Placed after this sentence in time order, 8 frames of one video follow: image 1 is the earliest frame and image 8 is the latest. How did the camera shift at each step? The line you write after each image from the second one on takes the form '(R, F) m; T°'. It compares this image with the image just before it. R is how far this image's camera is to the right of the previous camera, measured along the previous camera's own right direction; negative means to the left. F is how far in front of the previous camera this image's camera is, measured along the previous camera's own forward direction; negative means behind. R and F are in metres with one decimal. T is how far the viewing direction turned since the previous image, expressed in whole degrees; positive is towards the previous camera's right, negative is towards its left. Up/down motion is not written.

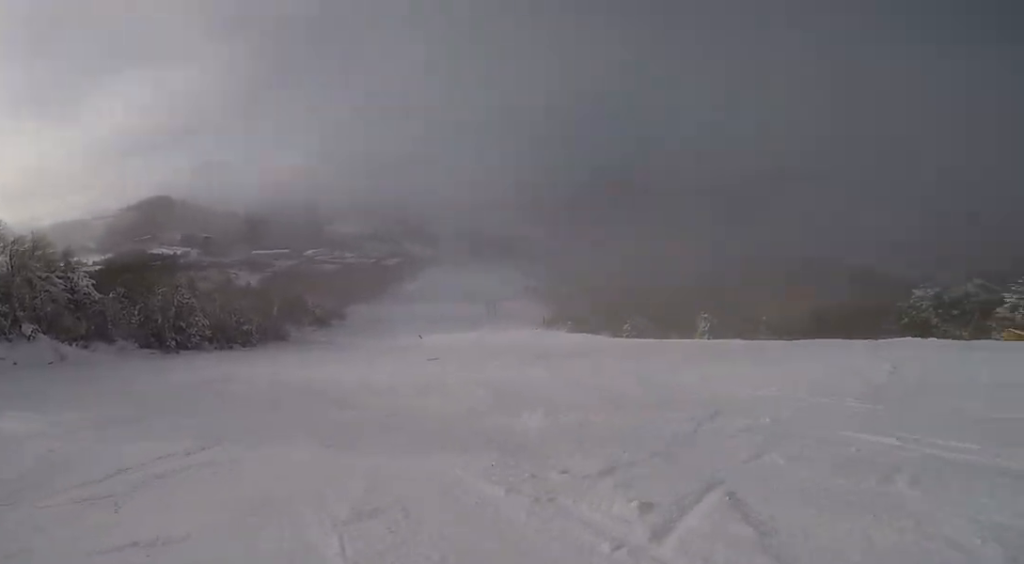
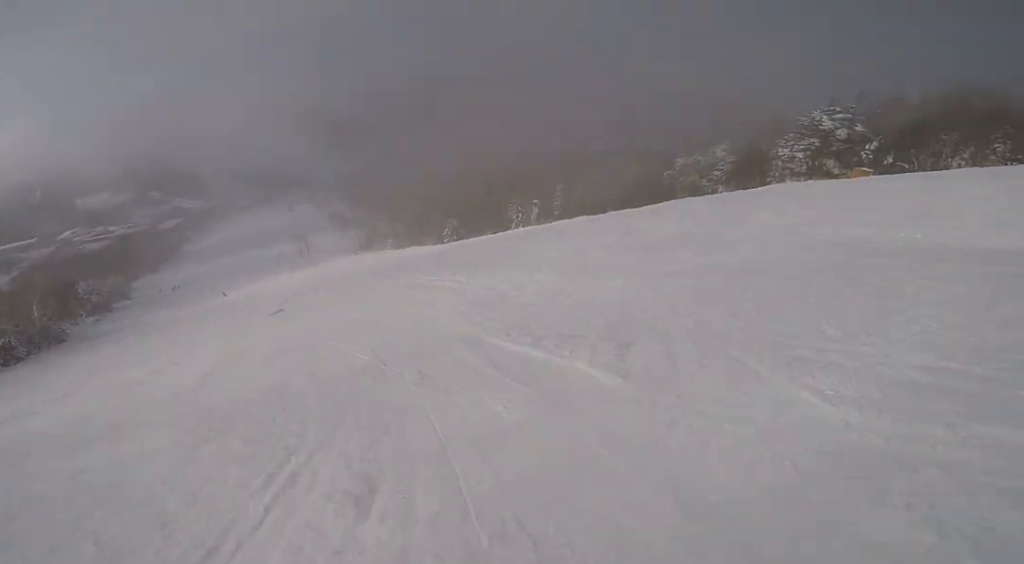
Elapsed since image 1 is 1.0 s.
(+1.1, +6.7) m; +19°
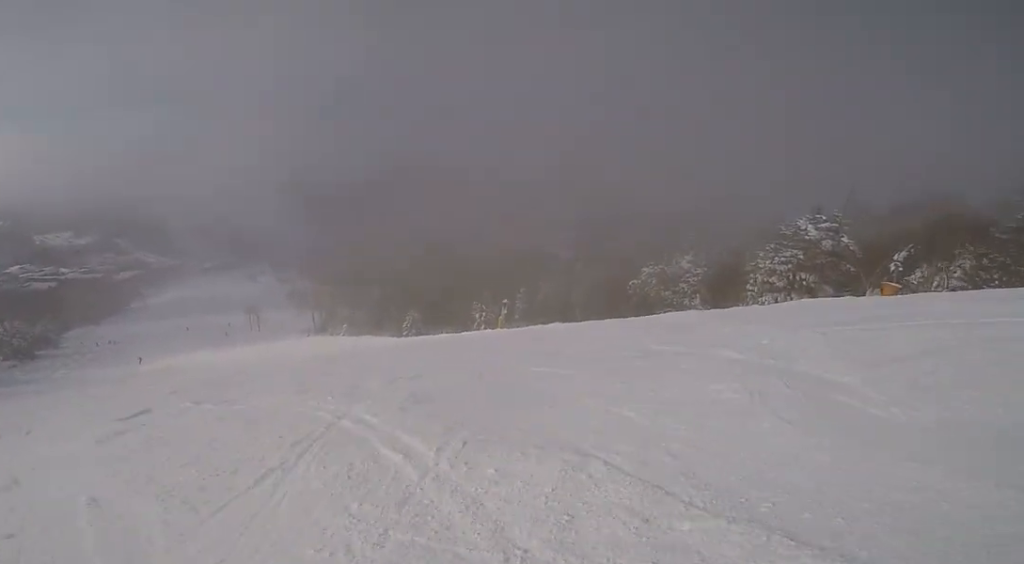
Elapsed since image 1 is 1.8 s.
(+0.7, +5.4) m; +2°
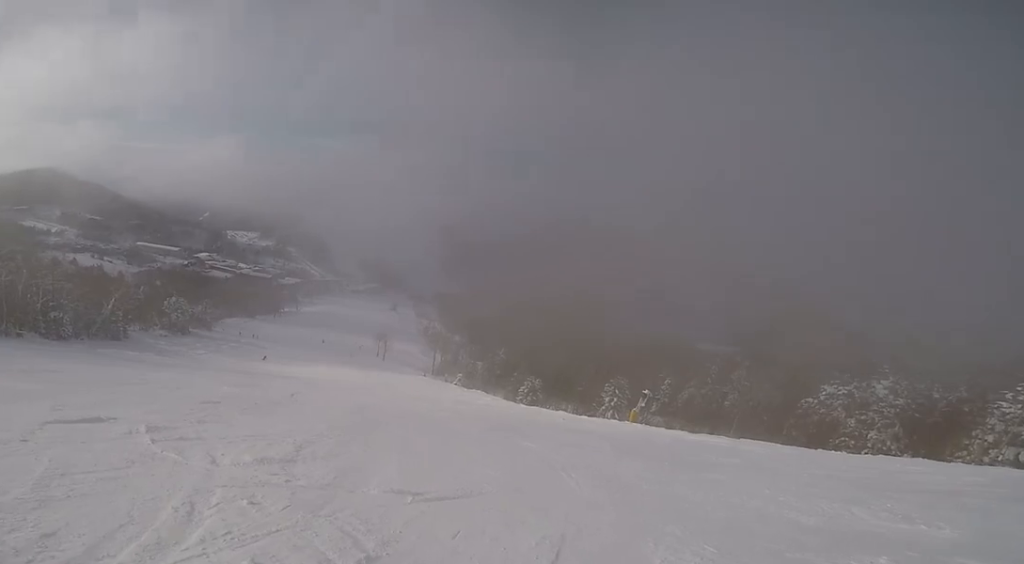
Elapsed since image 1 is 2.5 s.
(+0.1, +4.8) m; -8°
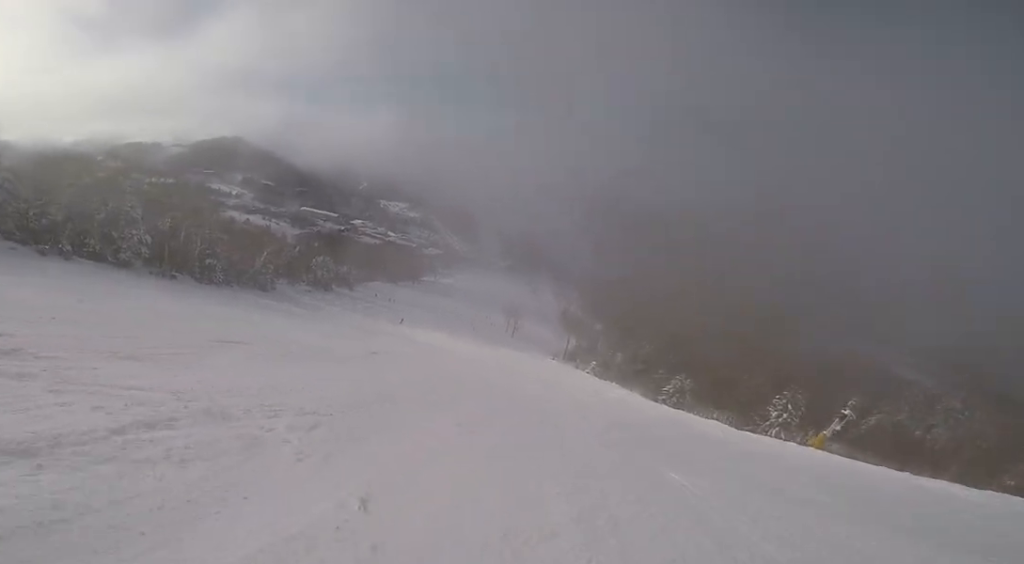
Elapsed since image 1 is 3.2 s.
(-0.2, +4.5) m; -17°
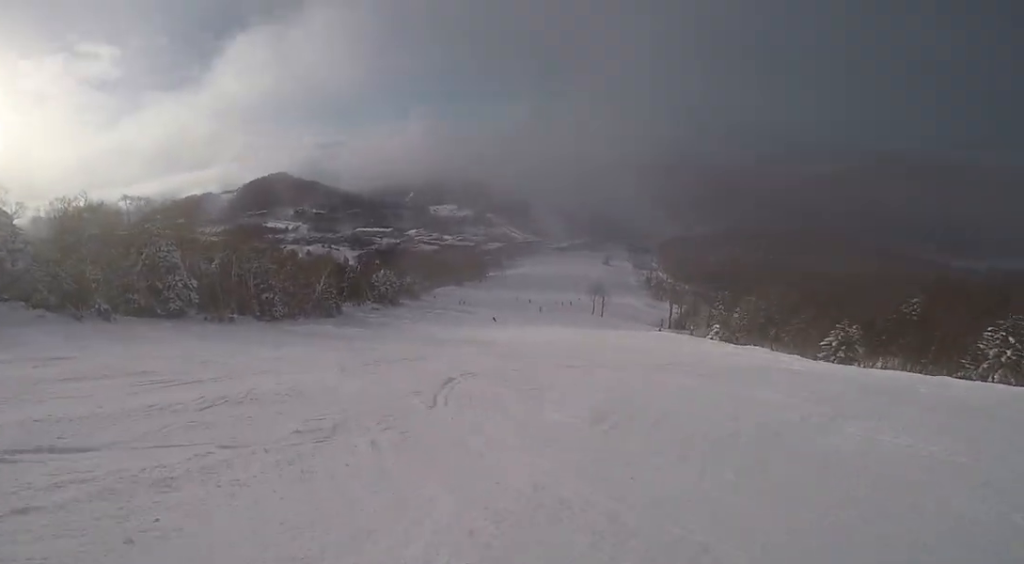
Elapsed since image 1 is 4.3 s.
(-2.2, +8.2) m; -15°
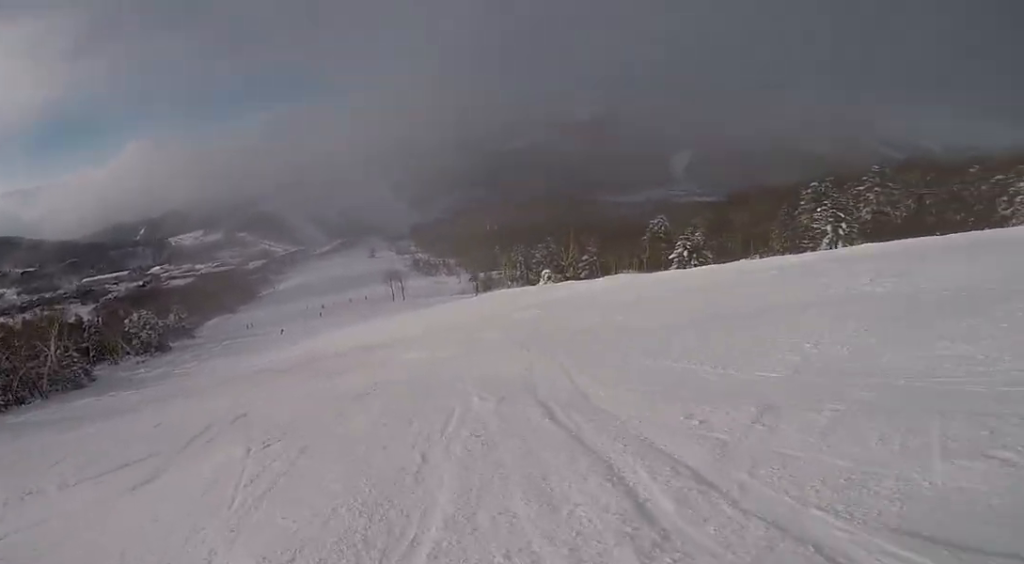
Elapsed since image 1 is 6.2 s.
(+3.2, +13.7) m; +37°
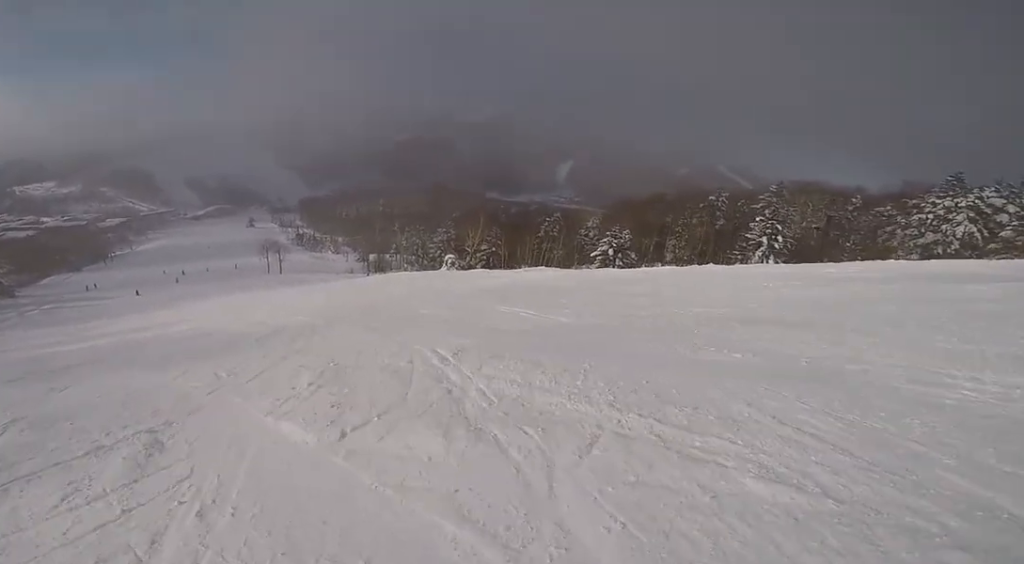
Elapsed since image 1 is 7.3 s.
(+1.6, +9.3) m; +5°
